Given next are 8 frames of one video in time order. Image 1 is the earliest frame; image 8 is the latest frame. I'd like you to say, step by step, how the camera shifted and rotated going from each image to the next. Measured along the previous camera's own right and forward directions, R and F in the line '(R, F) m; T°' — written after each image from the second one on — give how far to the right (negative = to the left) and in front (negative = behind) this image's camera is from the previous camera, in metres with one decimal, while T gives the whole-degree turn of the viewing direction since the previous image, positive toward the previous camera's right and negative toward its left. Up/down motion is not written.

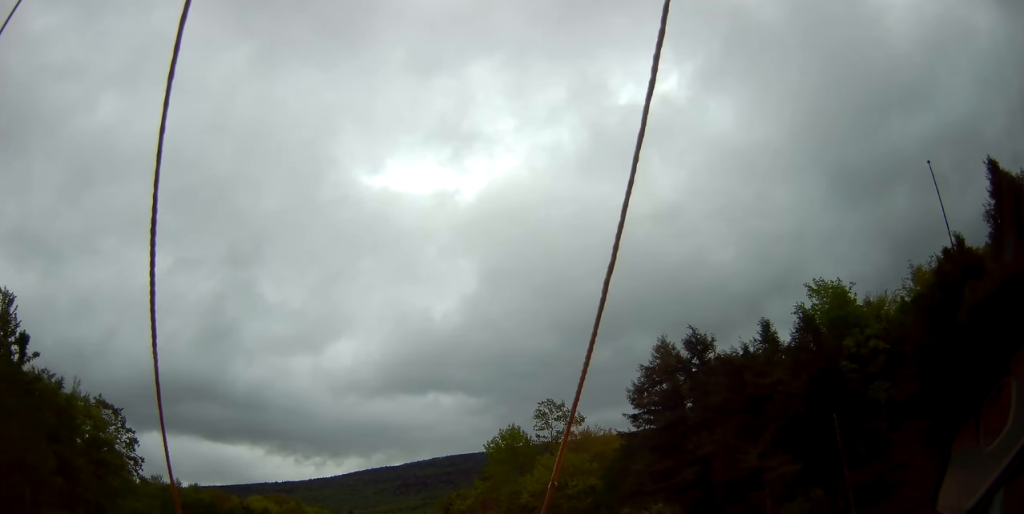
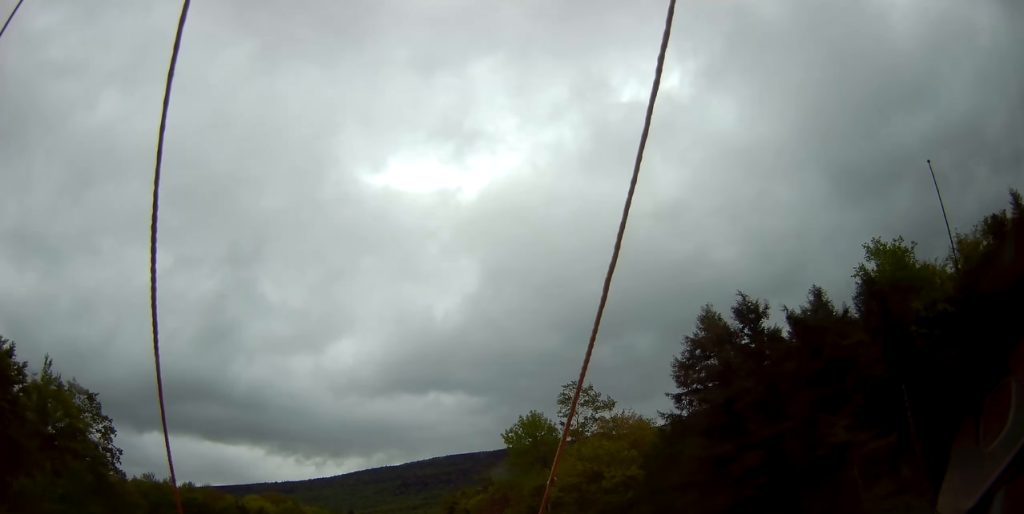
(0.0, +7.4) m; 0°
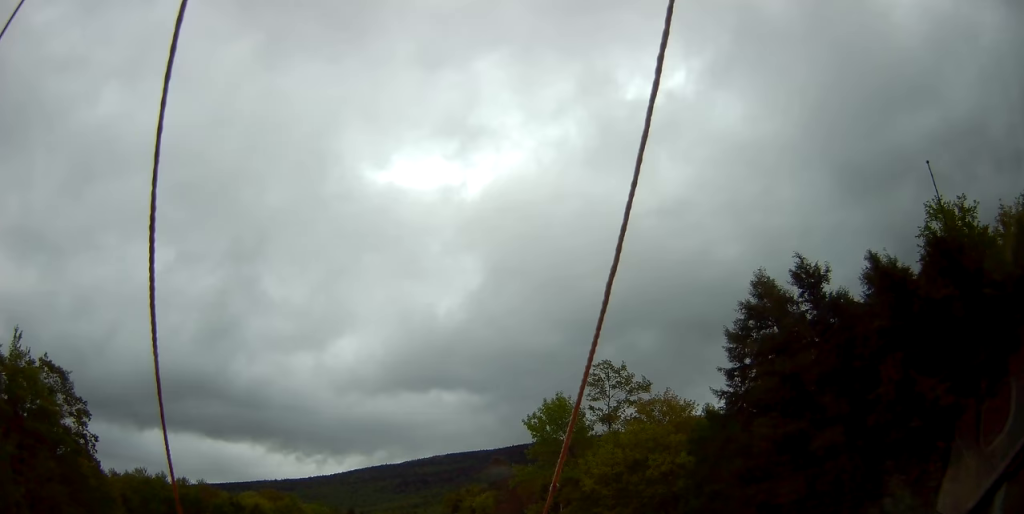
(0.0, +6.8) m; 0°
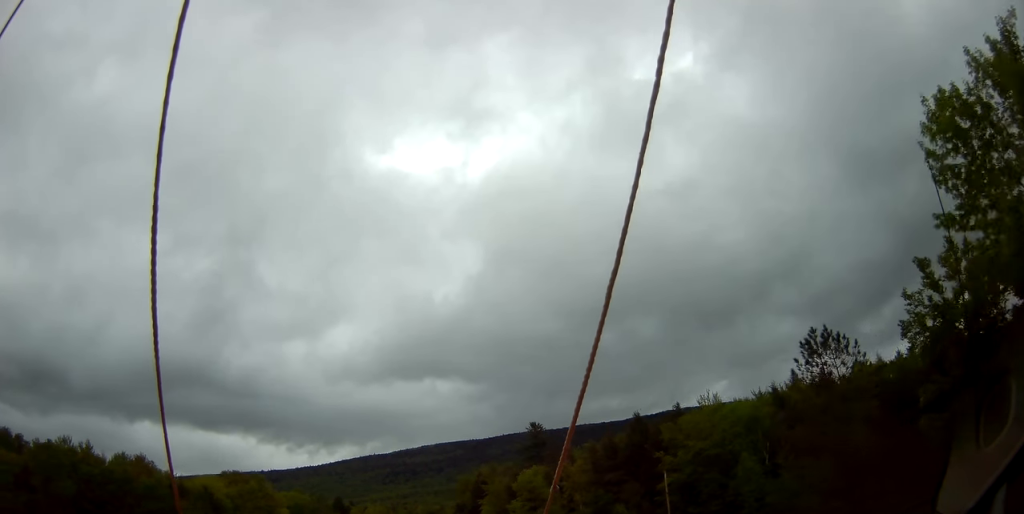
(-0.2, +41.8) m; 0°
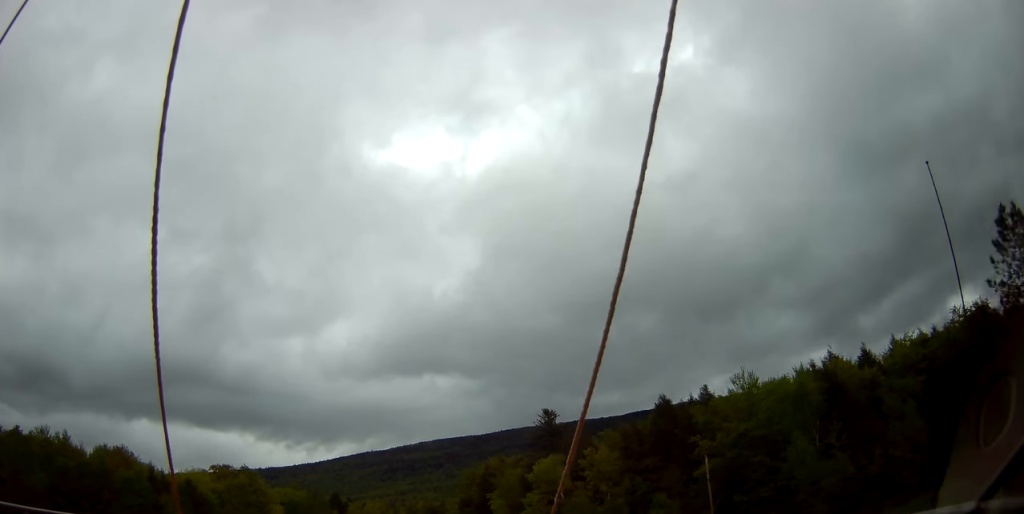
(0.0, +9.5) m; +1°
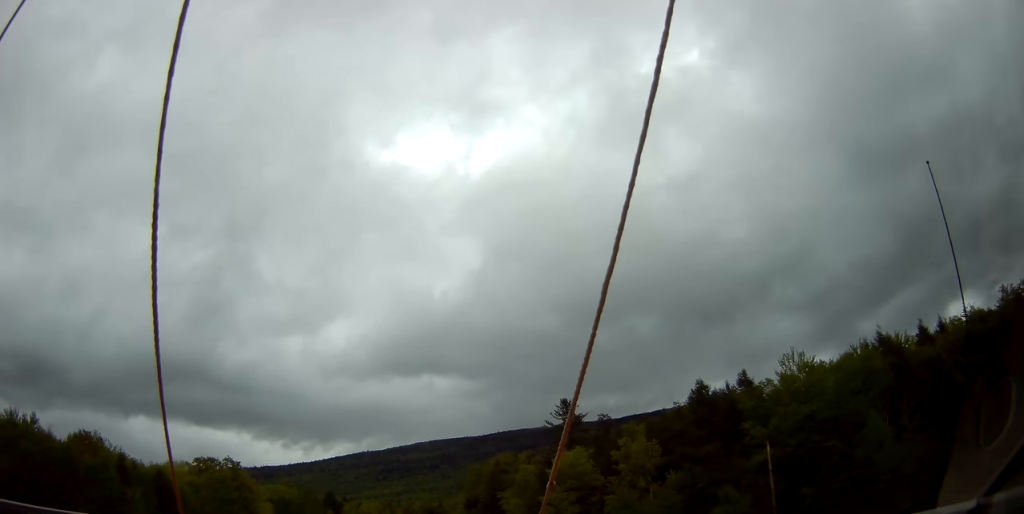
(+0.3, +11.3) m; -1°
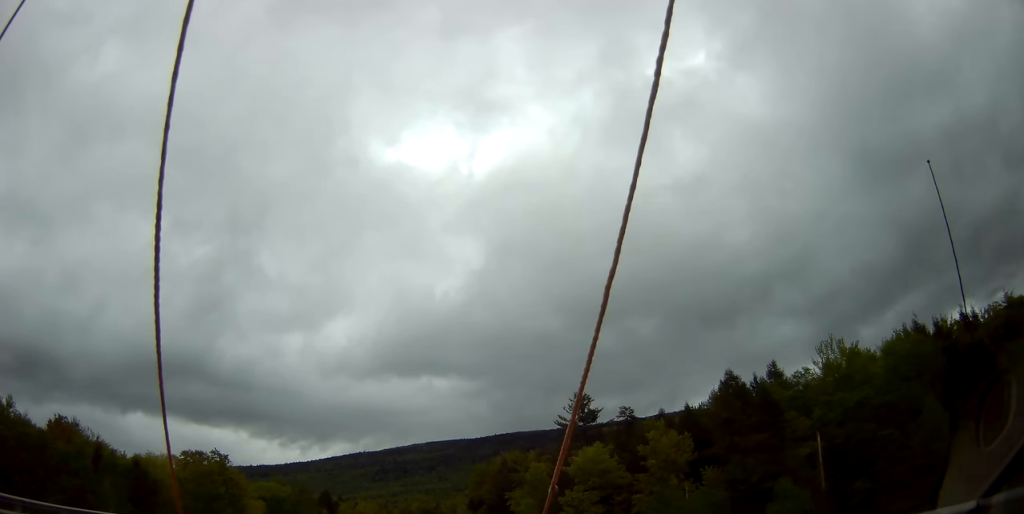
(0.0, +7.5) m; -1°
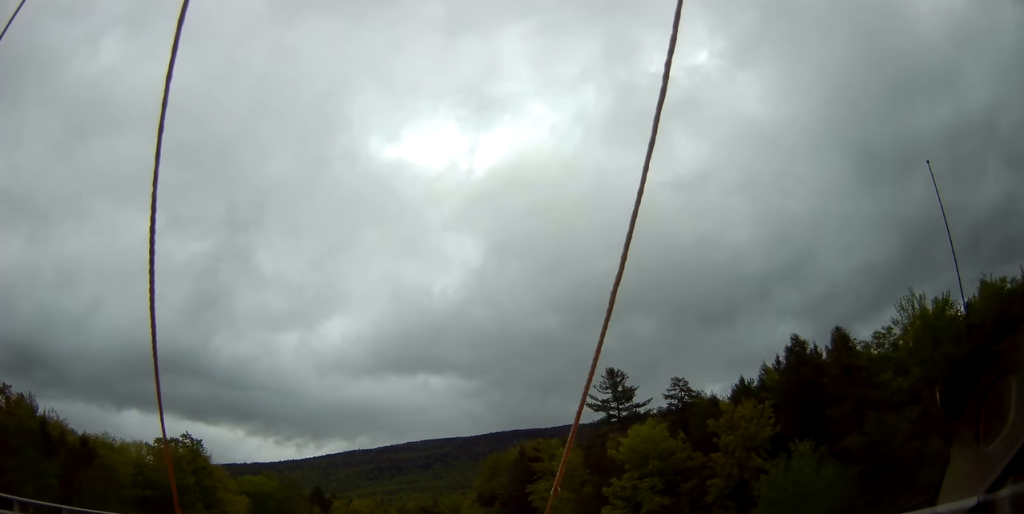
(-0.5, +14.1) m; +1°
